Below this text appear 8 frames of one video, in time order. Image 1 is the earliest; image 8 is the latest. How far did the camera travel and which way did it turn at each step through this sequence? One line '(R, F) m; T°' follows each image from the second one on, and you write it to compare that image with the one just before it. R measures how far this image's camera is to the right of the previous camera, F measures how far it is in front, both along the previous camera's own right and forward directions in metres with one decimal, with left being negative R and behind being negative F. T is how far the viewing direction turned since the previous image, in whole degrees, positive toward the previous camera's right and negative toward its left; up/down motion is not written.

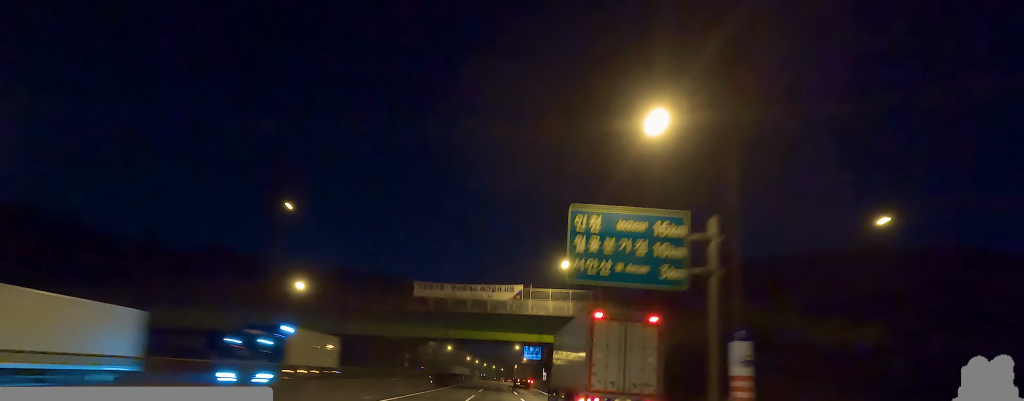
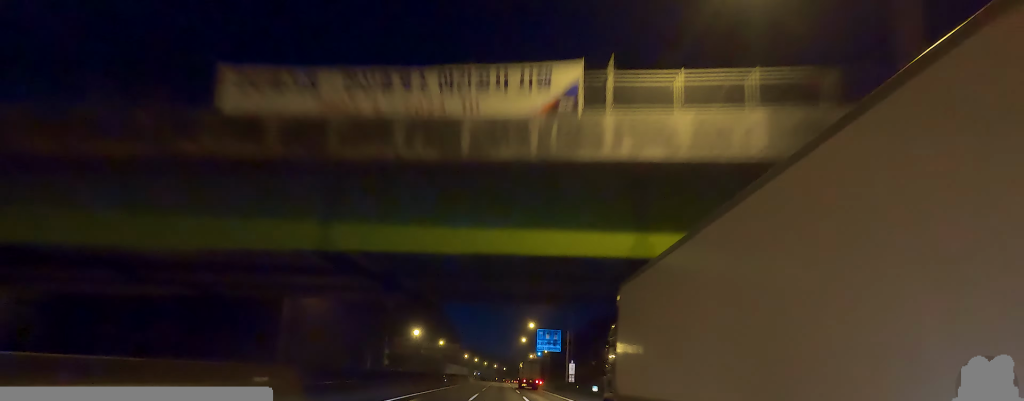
(+0.6, +37.9) m; -1°
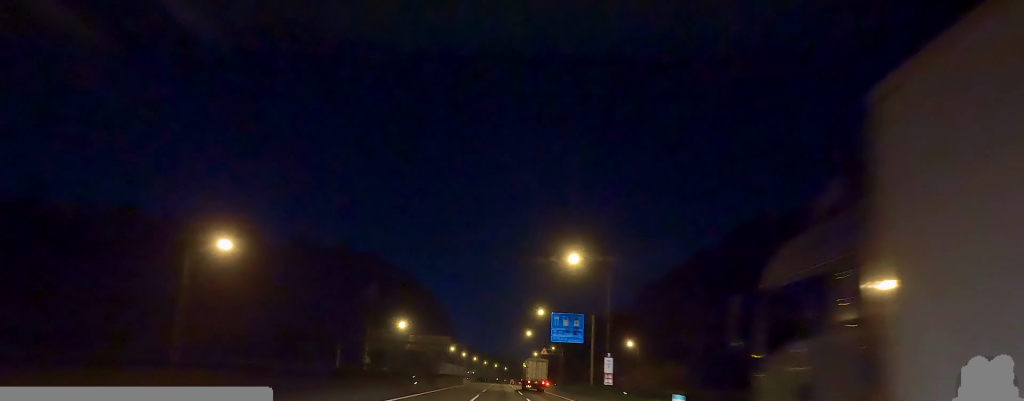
(-0.7, +23.6) m; -1°
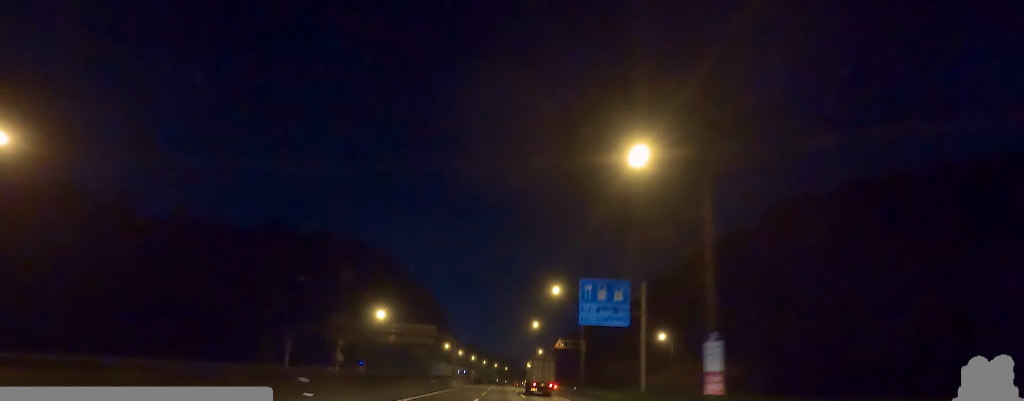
(0.0, +23.4) m; +2°
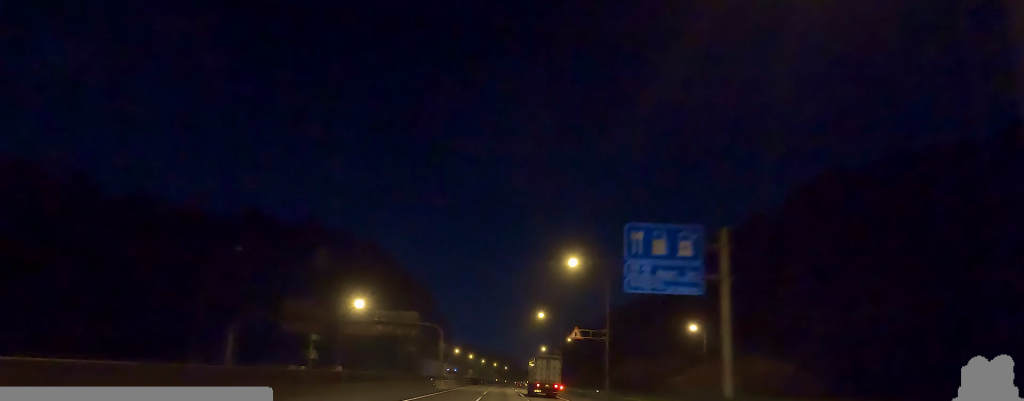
(+0.8, +15.7) m; 0°
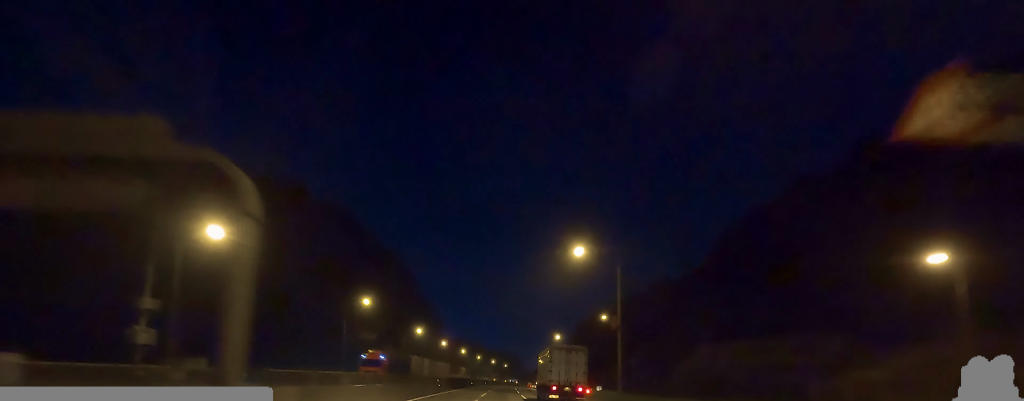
(-0.8, +45.1) m; -1°
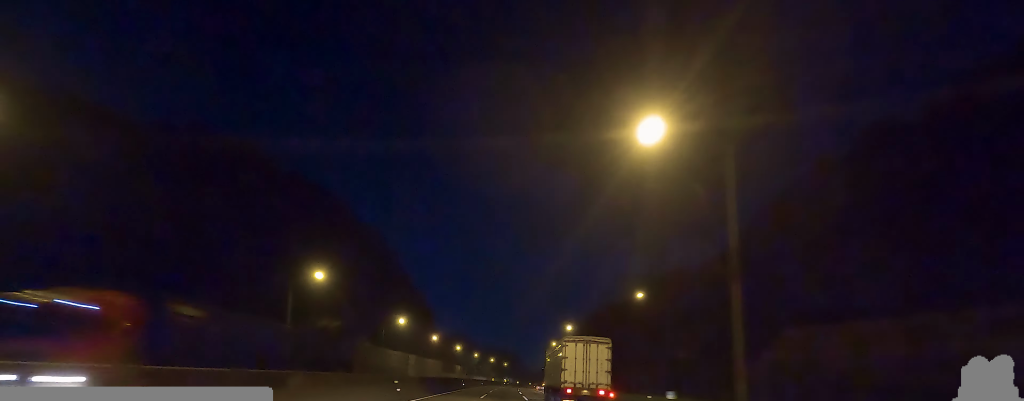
(+0.6, +21.8) m; 0°
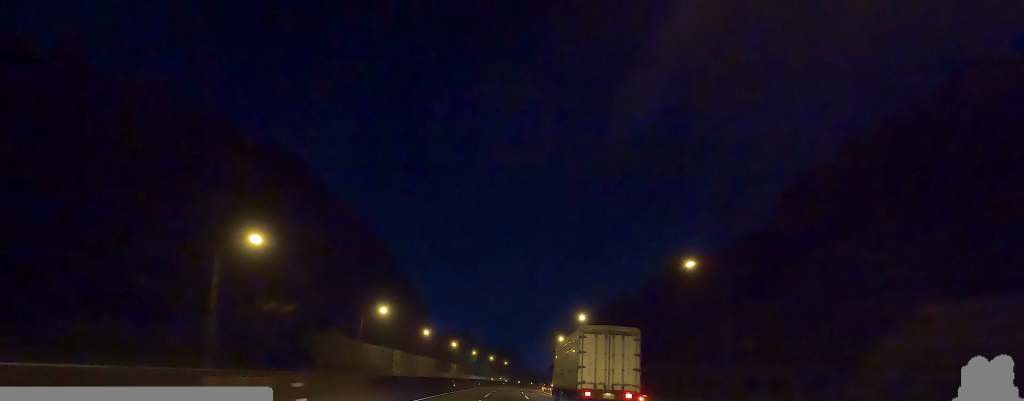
(-0.7, +16.4) m; 0°
